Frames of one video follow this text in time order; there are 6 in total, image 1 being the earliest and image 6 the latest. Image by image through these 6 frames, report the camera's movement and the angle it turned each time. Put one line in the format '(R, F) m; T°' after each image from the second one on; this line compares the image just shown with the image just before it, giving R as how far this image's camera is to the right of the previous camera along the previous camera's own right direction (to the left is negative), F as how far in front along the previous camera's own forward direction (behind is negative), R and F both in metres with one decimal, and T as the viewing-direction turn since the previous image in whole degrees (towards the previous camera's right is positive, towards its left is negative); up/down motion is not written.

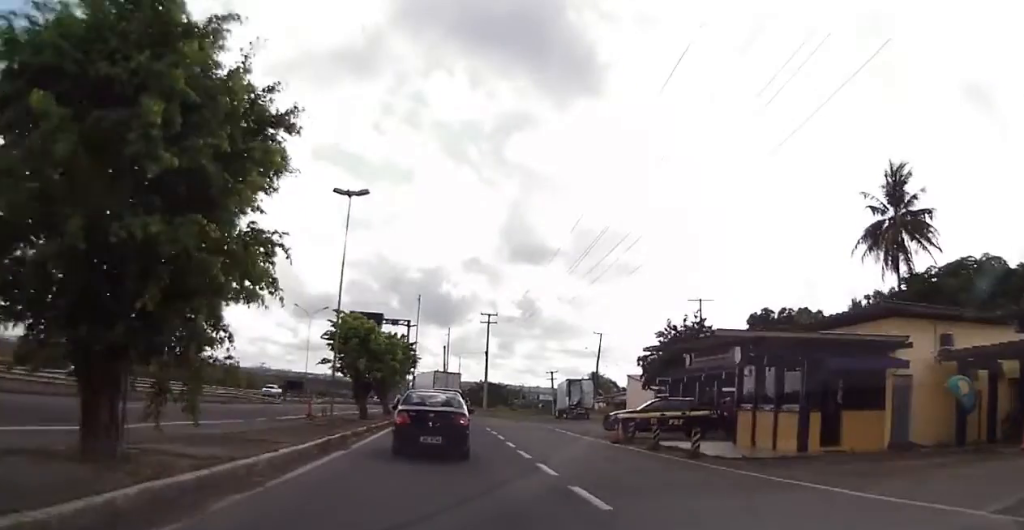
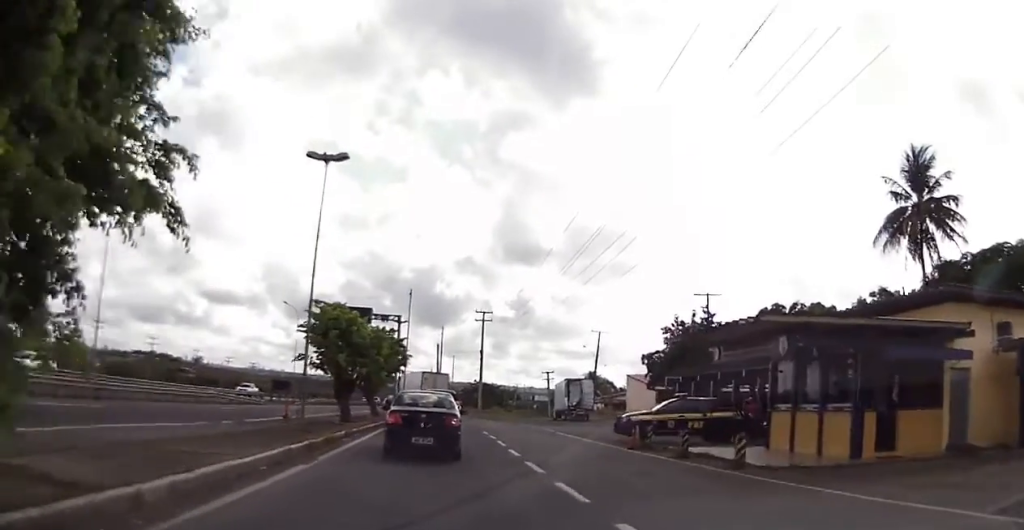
(0.0, +3.1) m; +1°
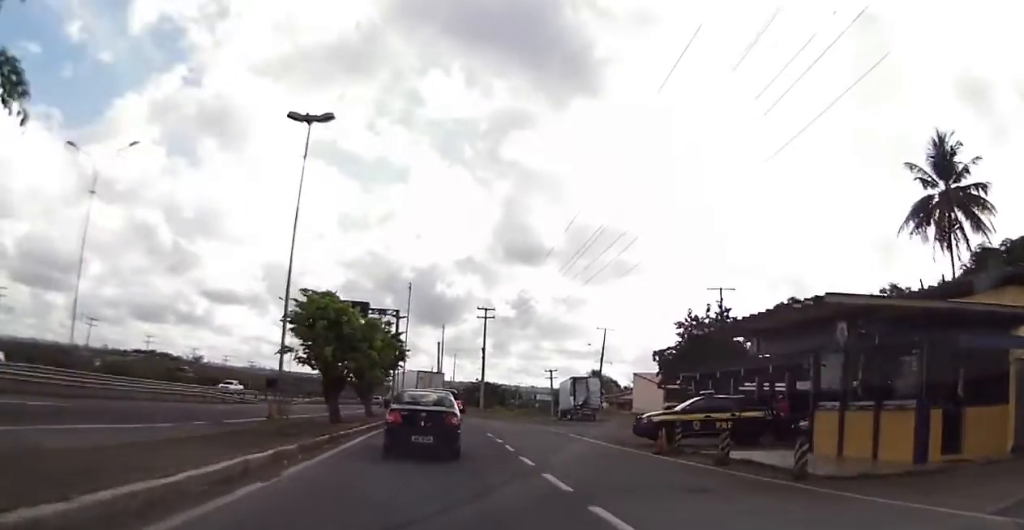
(+0.2, +2.7) m; +1°
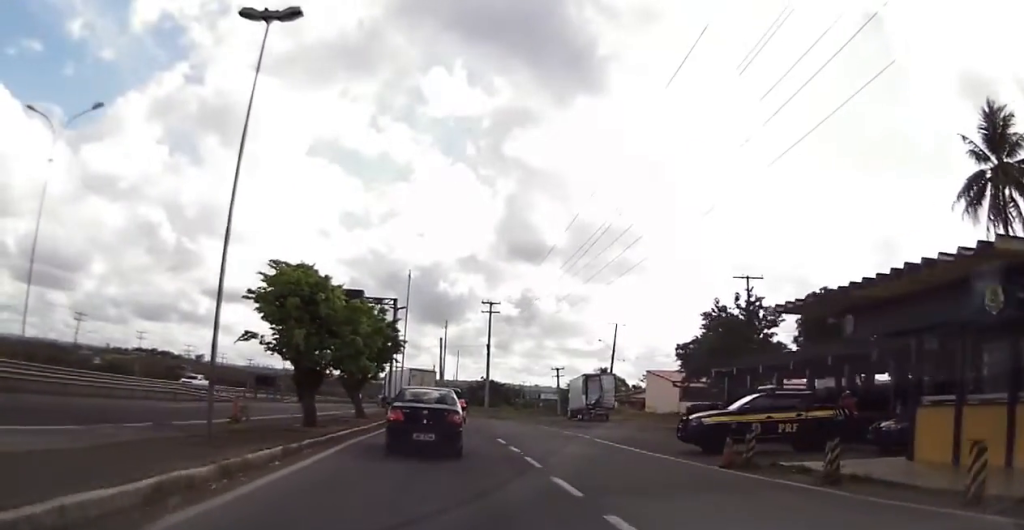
(+0.1, +5.0) m; 0°
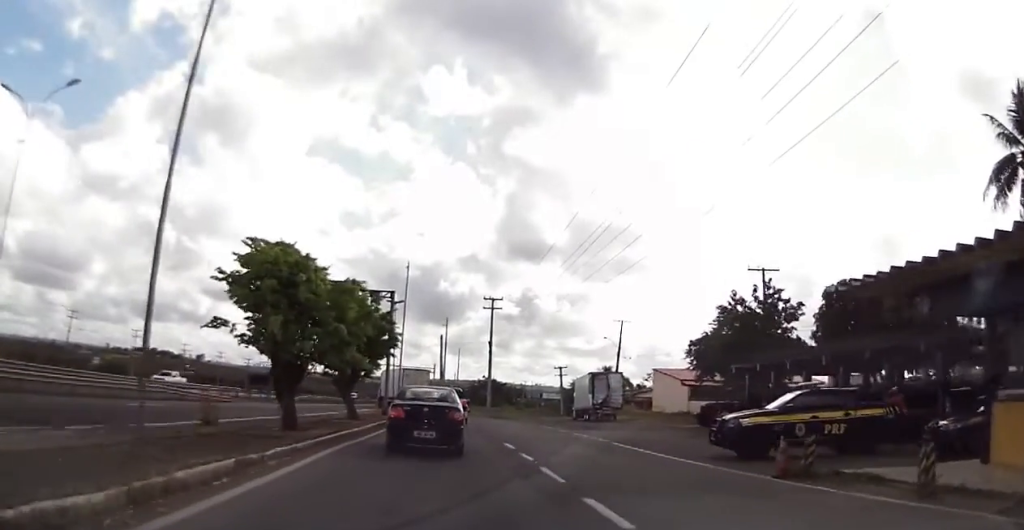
(-0.1, +2.8) m; 0°
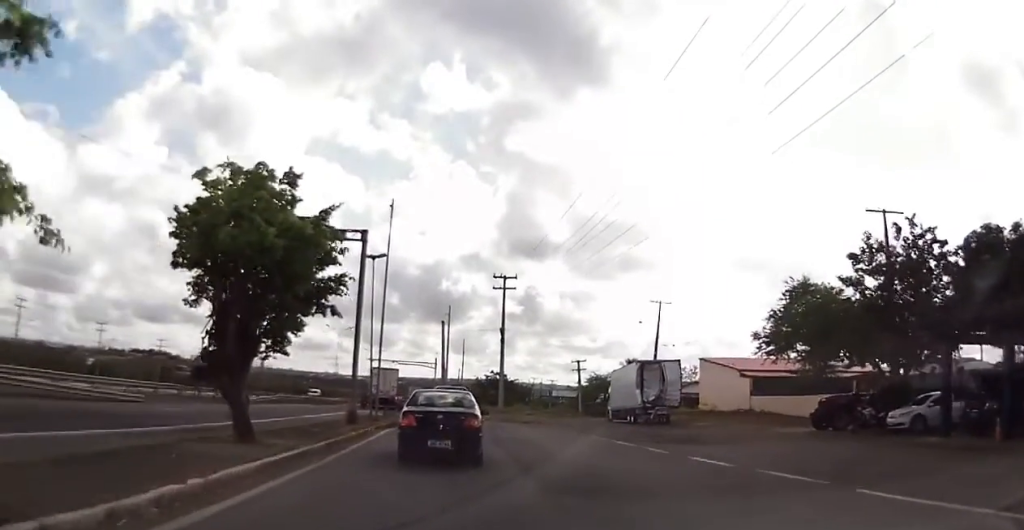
(+0.3, +14.0) m; -1°
